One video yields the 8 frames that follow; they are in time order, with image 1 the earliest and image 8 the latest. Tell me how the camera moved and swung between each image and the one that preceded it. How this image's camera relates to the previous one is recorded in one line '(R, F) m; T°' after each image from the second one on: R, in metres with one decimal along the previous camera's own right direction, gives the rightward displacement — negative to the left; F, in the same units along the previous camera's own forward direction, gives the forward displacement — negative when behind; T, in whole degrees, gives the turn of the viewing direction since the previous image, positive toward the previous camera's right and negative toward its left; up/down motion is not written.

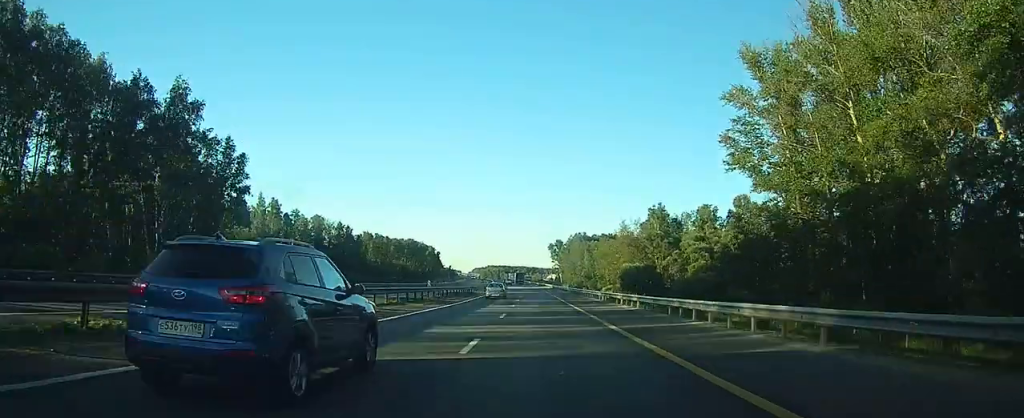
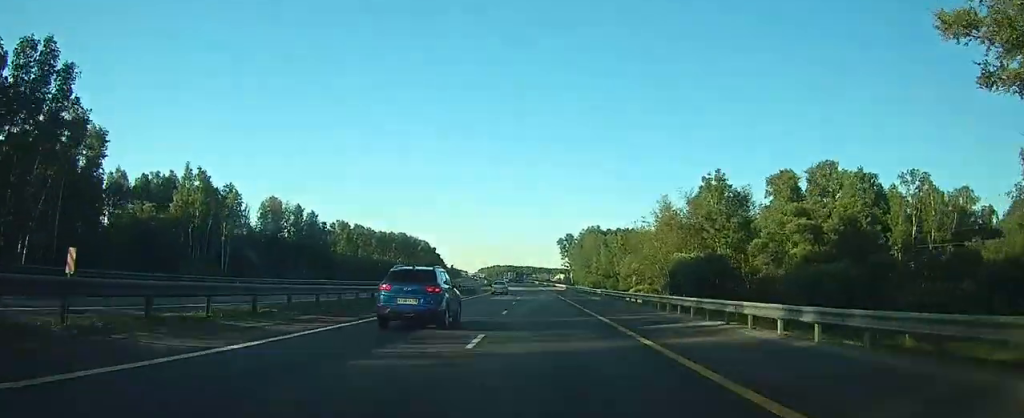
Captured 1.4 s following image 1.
(-0.4, +35.6) m; -1°
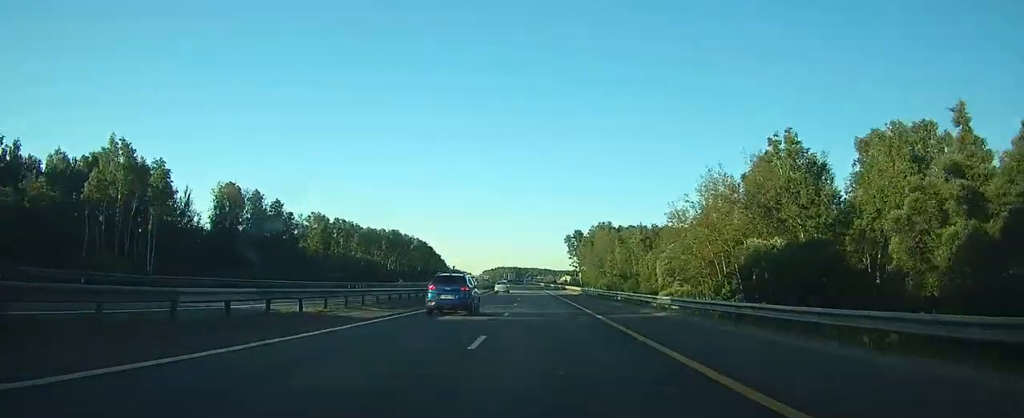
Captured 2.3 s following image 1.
(-0.1, +24.3) m; -1°
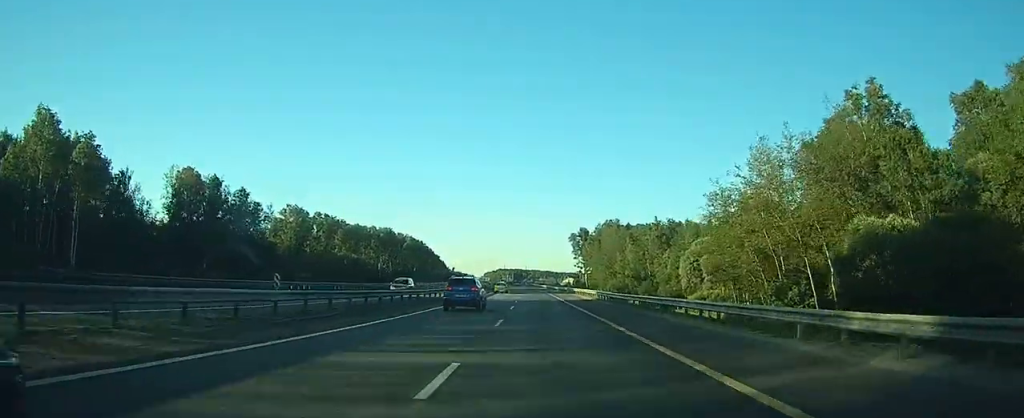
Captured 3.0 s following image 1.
(-0.1, +17.3) m; 0°
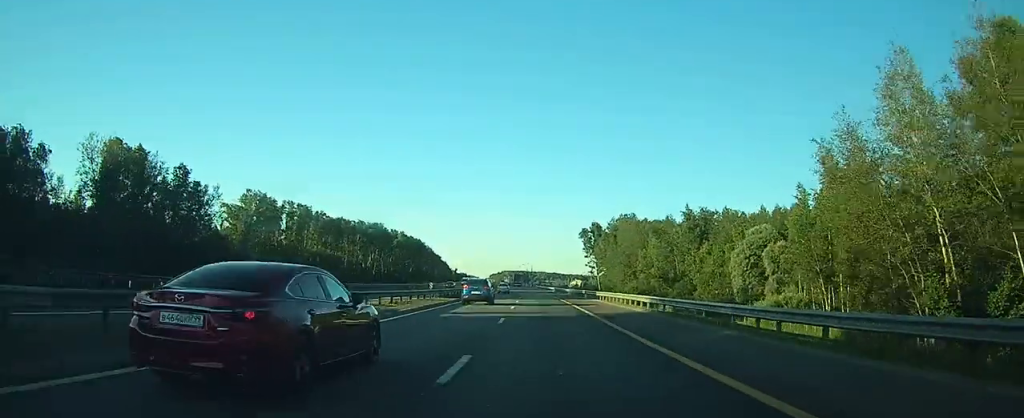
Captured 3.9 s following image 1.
(0.0, +23.3) m; 0°
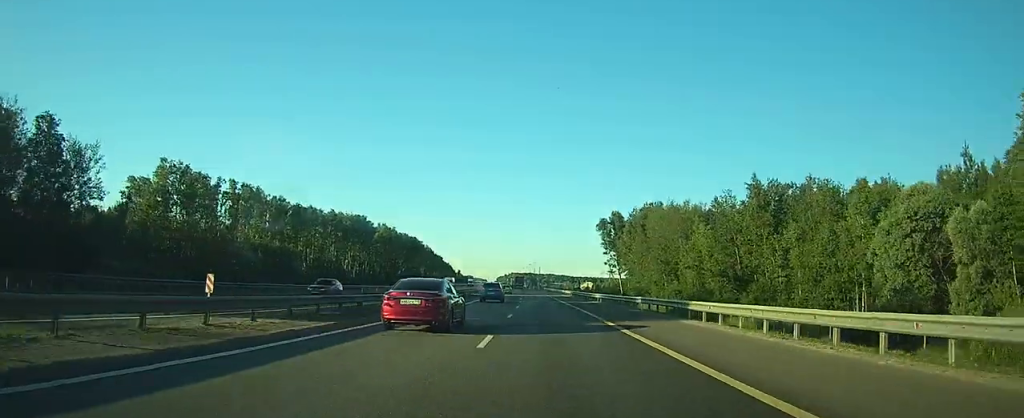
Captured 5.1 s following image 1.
(-0.1, +31.8) m; -1°
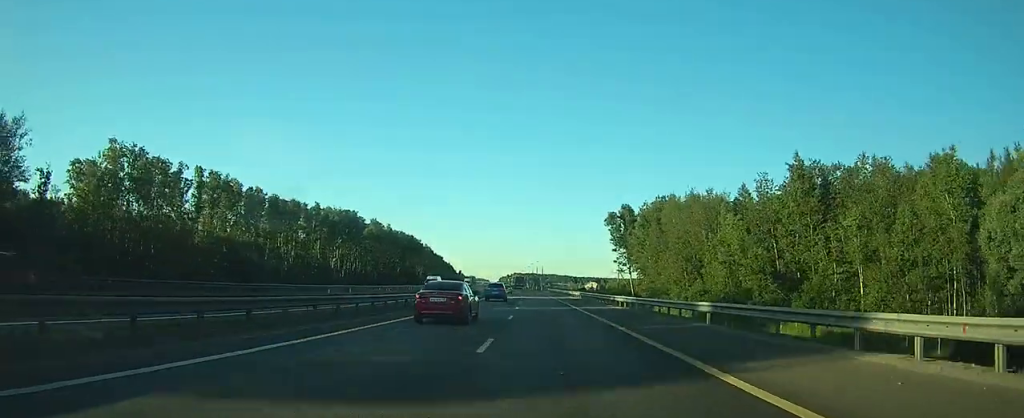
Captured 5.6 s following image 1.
(0.0, +12.9) m; 0°
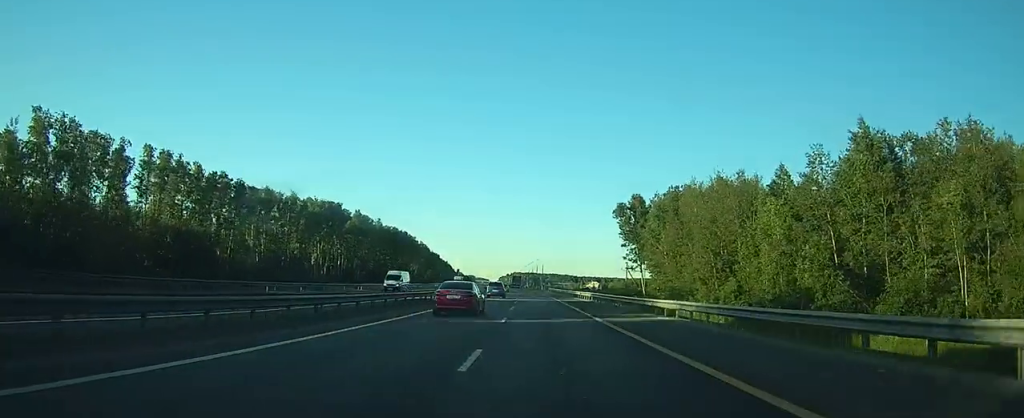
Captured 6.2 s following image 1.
(0.0, +14.6) m; 0°
